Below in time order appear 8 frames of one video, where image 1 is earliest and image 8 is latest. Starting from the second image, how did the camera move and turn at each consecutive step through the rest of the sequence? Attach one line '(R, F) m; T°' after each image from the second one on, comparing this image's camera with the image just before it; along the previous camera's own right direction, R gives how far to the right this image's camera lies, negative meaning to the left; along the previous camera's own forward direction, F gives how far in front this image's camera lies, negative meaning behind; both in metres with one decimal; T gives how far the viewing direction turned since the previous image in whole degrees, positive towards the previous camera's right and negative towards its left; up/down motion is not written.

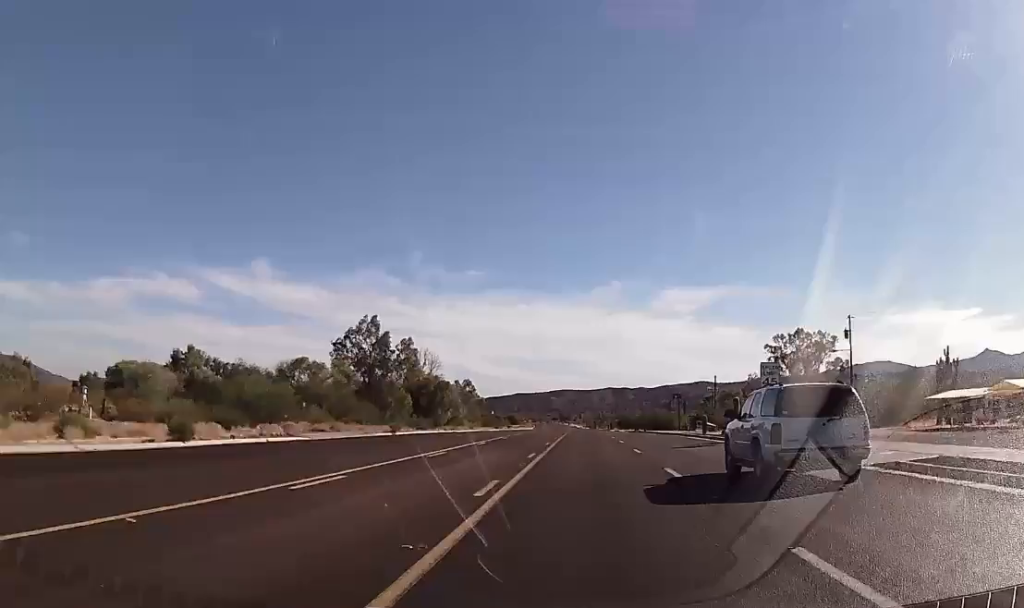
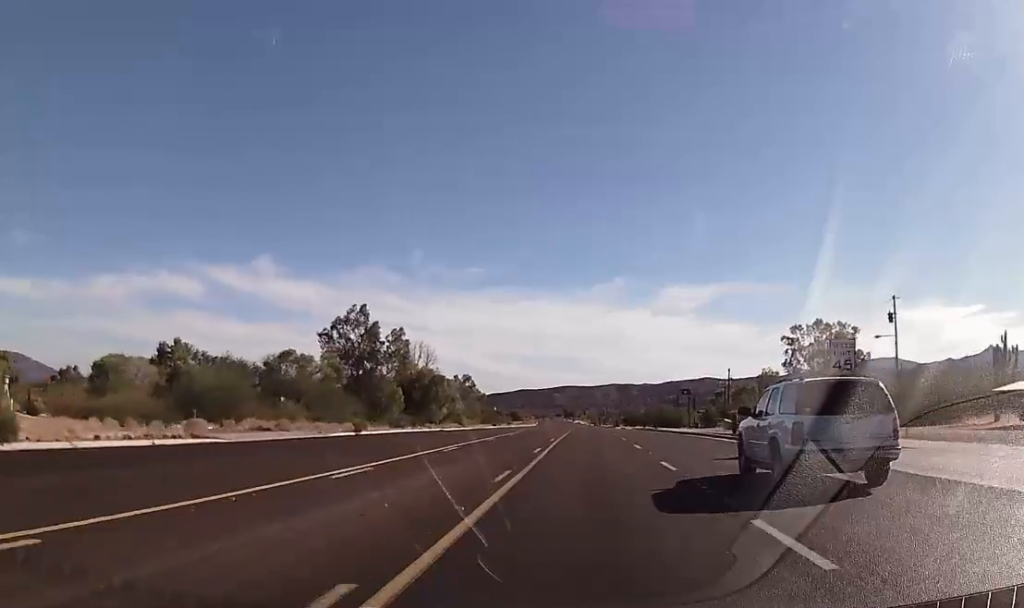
(-0.1, +10.0) m; 0°
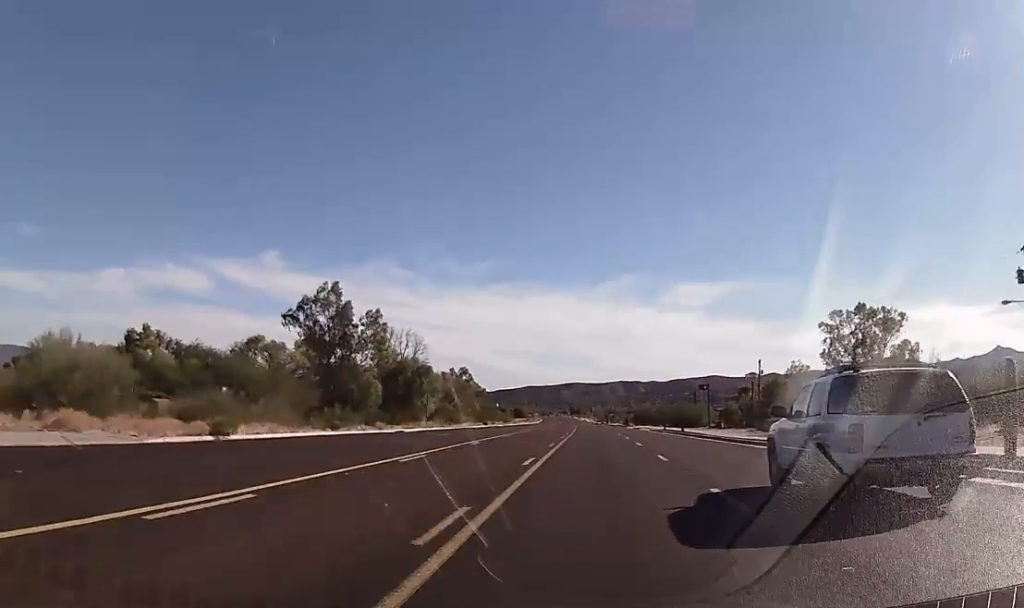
(-0.2, +19.4) m; -1°
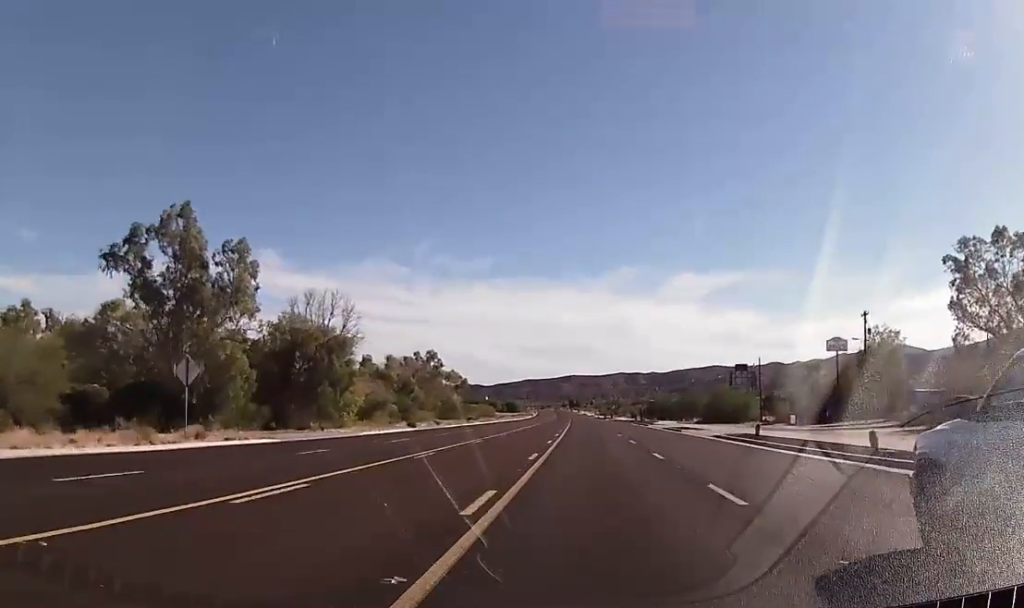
(0.0, +45.6) m; 0°
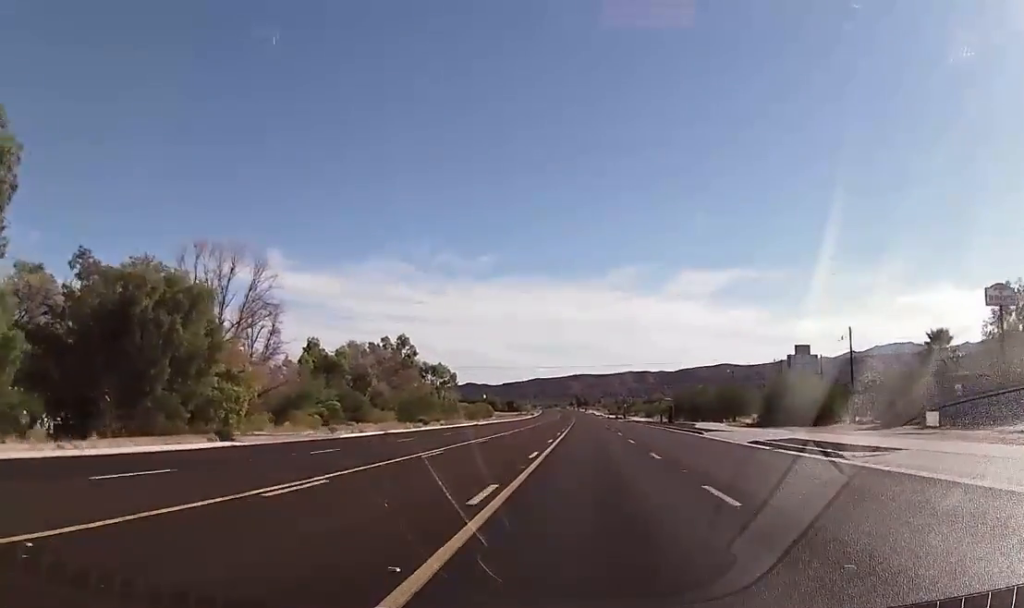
(-0.4, +34.7) m; -1°
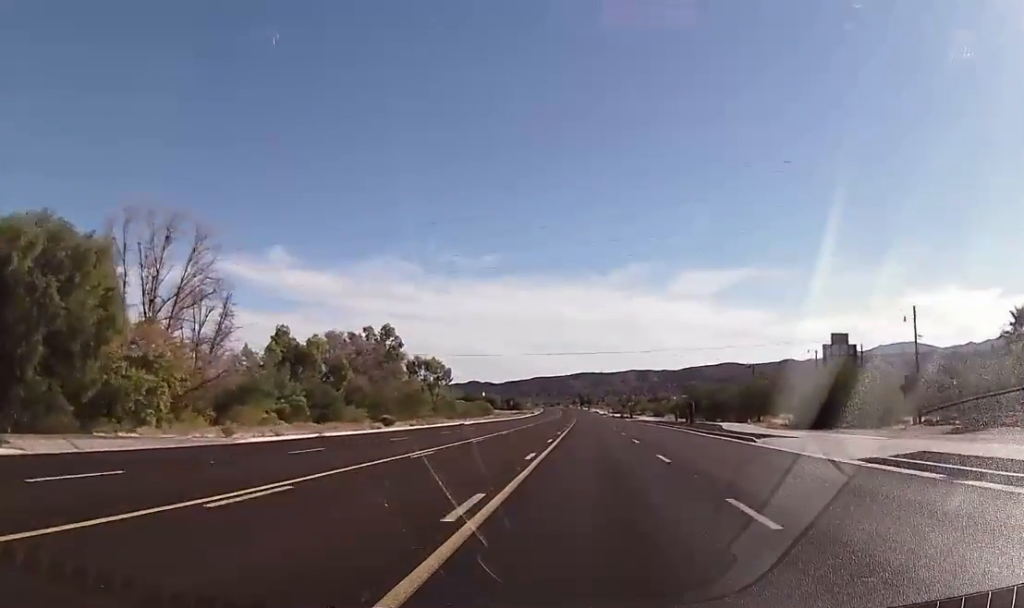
(-0.1, +14.0) m; 0°
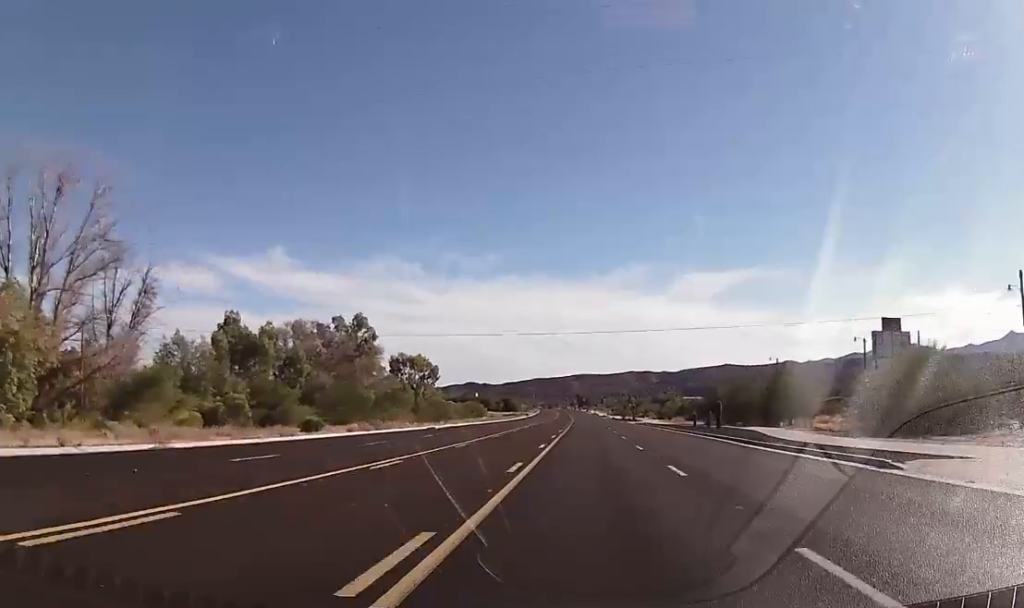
(+0.3, +15.8) m; -1°
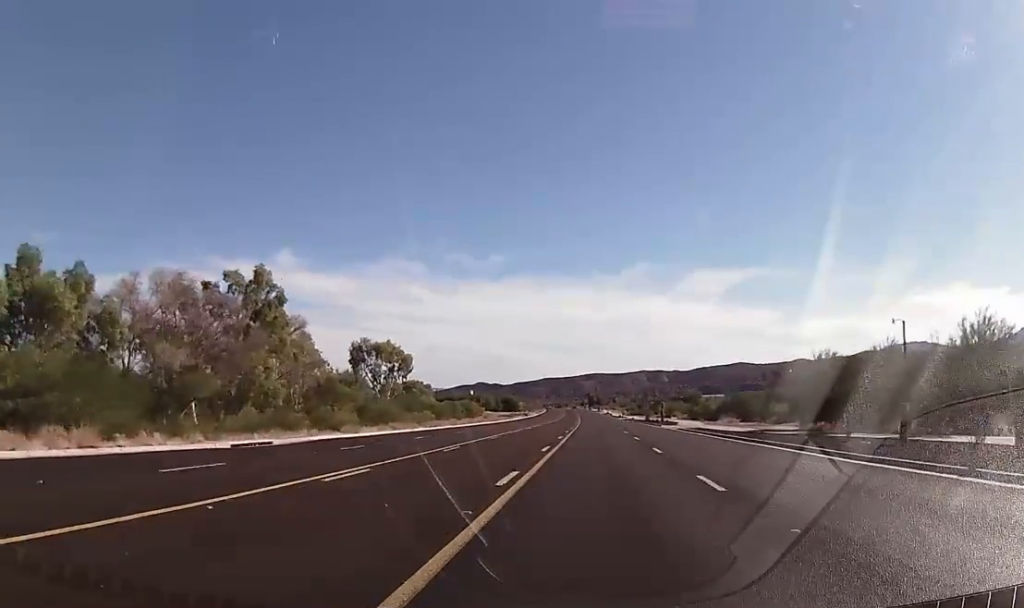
(-0.5, +39.8) m; 0°
